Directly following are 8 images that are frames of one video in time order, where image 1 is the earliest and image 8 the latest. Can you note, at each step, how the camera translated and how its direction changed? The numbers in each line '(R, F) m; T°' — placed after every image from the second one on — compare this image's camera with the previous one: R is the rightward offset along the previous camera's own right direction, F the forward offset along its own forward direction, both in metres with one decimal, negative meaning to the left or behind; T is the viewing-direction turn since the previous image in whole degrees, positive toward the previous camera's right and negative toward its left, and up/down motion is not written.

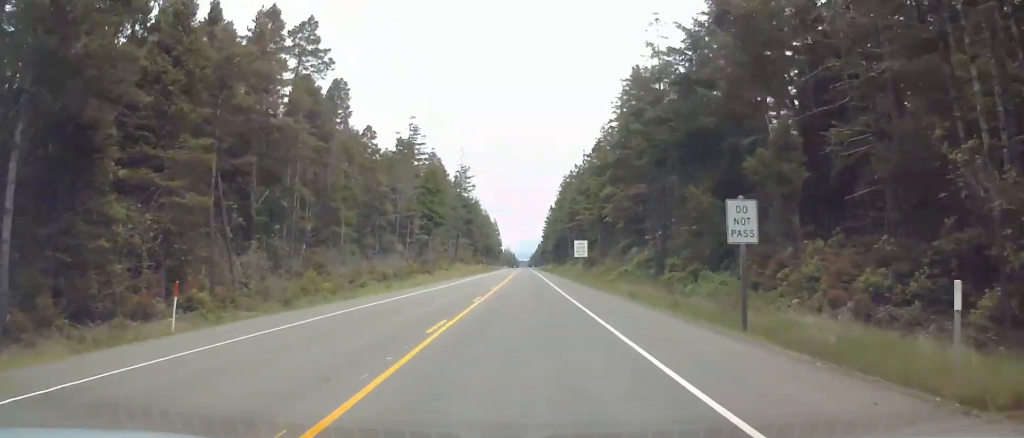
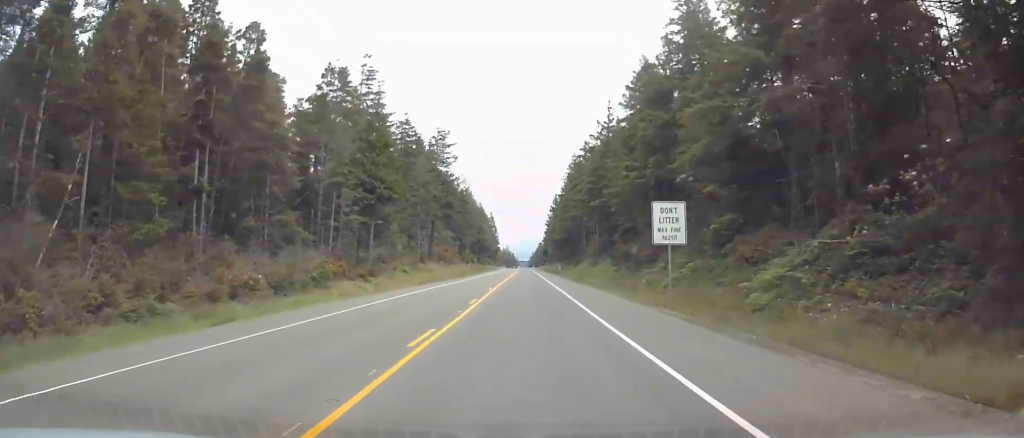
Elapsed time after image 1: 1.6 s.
(0.0, +38.9) m; 0°
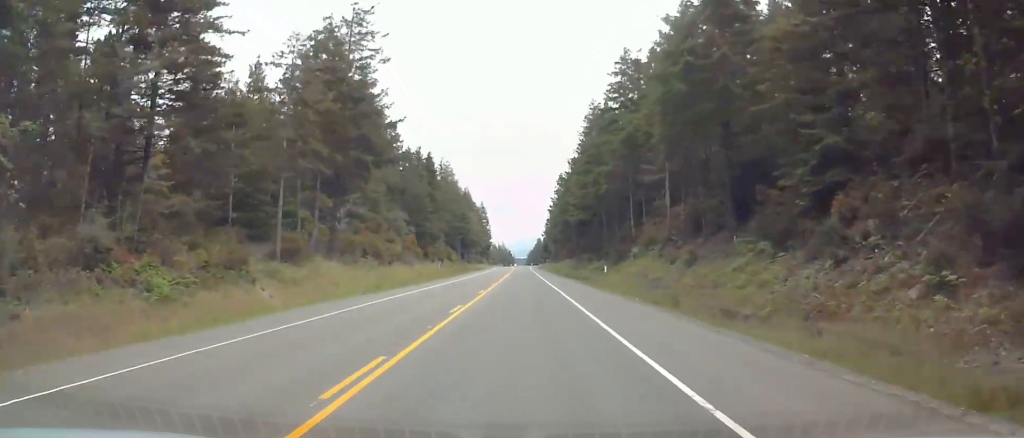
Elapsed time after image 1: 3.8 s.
(-0.2, +53.3) m; 0°
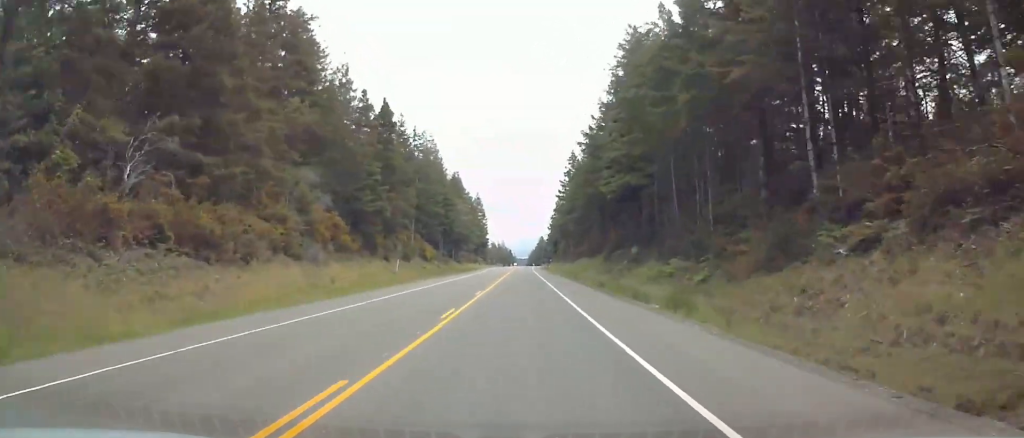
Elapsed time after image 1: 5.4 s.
(+0.2, +38.7) m; 0°
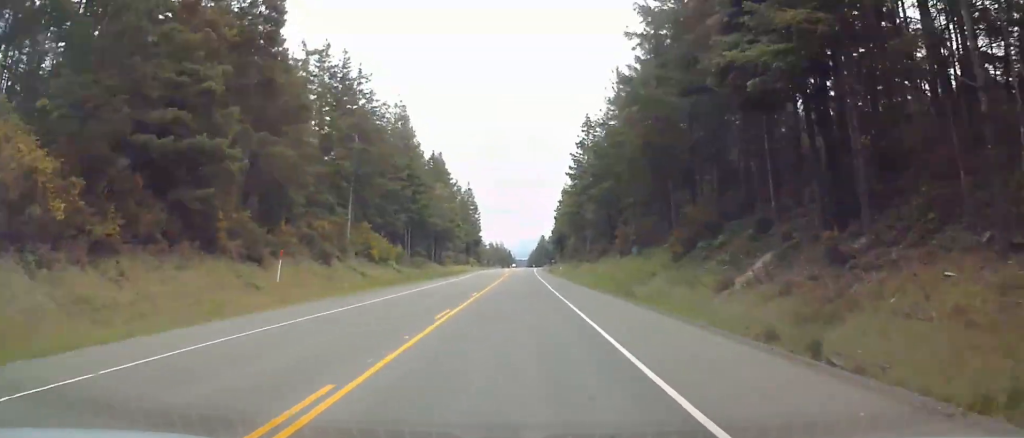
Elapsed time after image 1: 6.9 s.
(0.0, +37.0) m; 0°
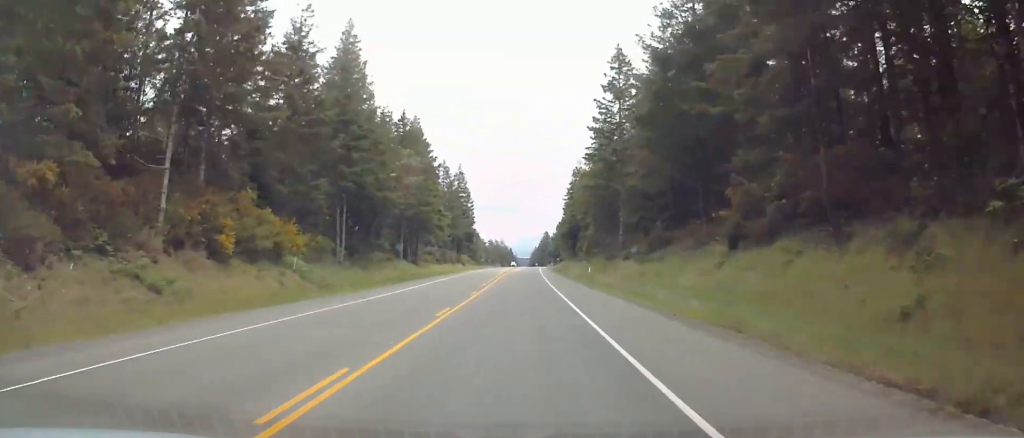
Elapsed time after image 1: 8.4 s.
(0.0, +35.4) m; 0°
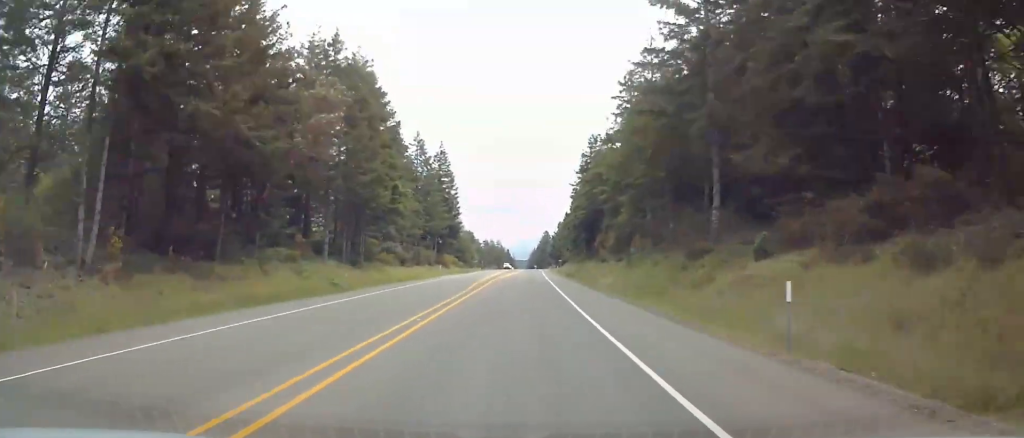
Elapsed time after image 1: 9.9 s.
(0.0, +36.9) m; 0°
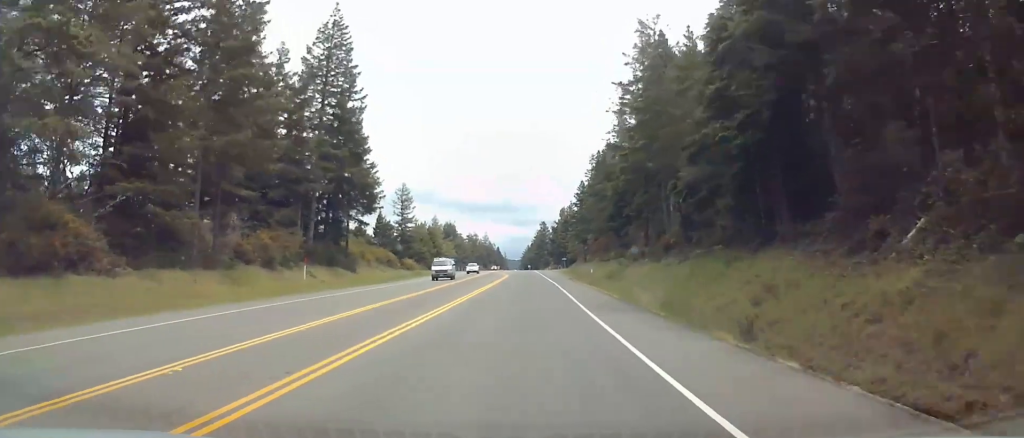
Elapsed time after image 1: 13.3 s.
(-0.9, +80.6) m; -1°
